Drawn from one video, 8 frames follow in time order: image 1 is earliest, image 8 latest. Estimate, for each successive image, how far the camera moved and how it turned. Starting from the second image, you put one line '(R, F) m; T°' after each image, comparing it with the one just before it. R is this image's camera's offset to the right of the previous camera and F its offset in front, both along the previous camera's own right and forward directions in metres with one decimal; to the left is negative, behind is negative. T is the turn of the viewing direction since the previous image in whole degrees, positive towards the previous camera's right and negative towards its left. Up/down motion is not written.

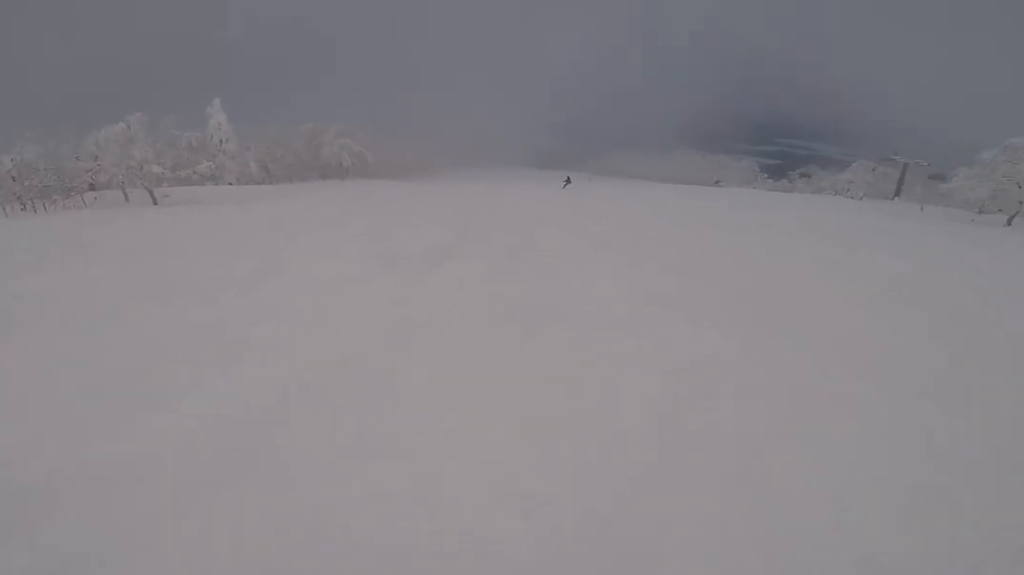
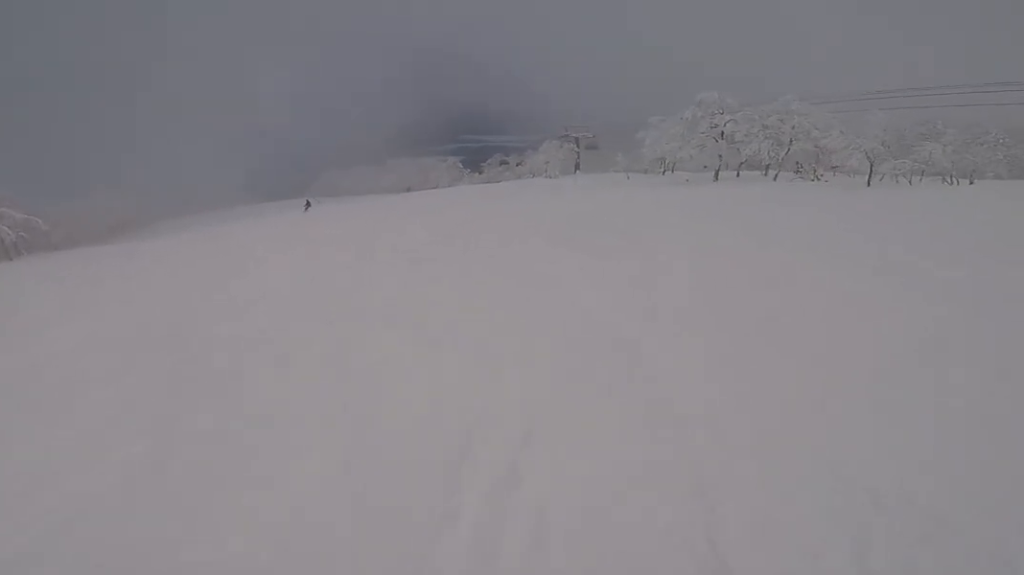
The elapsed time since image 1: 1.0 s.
(+0.3, +6.9) m; +11°
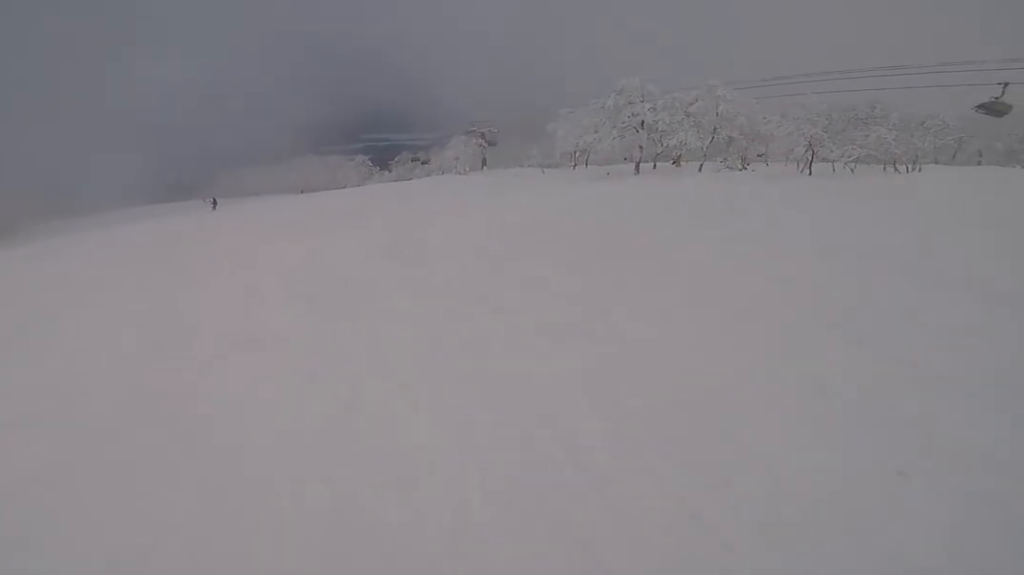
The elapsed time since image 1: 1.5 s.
(-0.5, +3.4) m; +12°
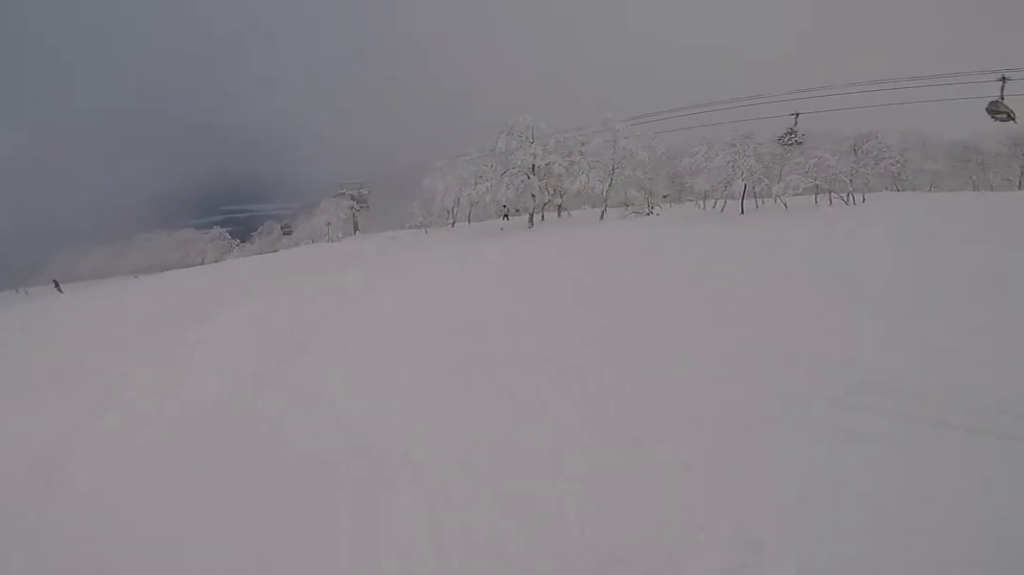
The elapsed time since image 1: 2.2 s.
(+1.5, +4.8) m; +19°
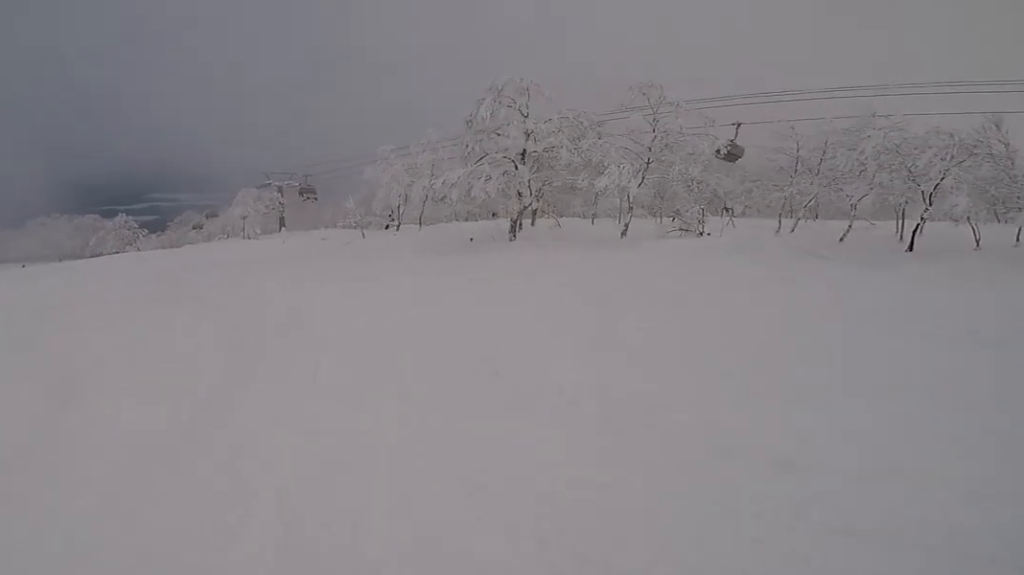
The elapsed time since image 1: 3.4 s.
(+1.5, +8.2) m; +13°
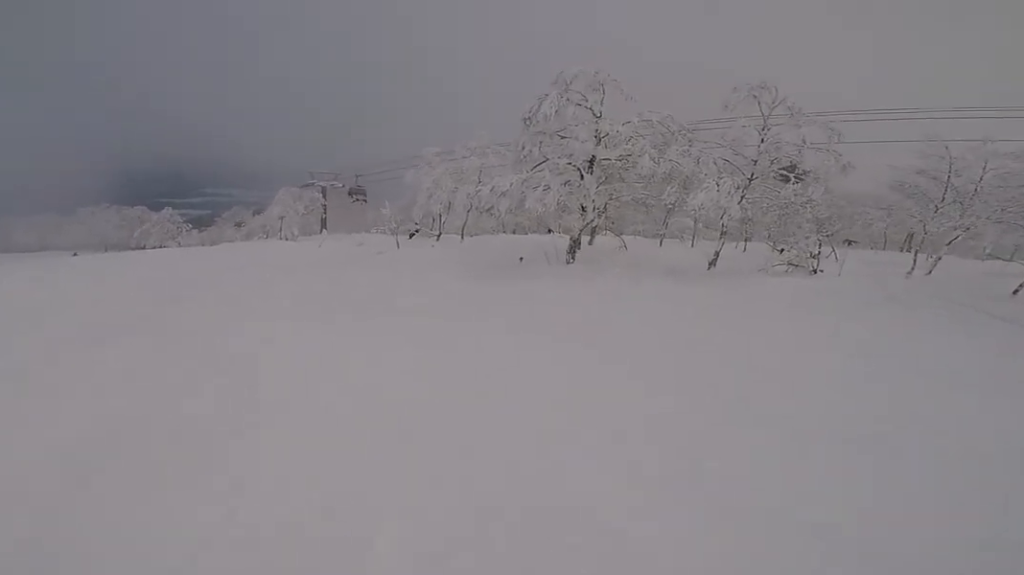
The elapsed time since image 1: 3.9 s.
(0.0, +2.8) m; -2°
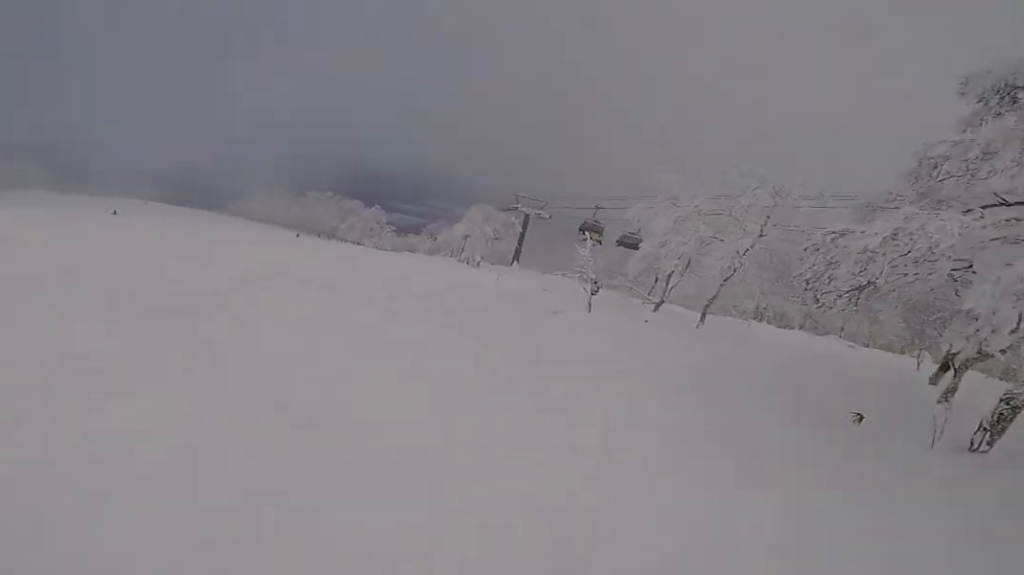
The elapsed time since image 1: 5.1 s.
(-0.7, +7.9) m; -25°
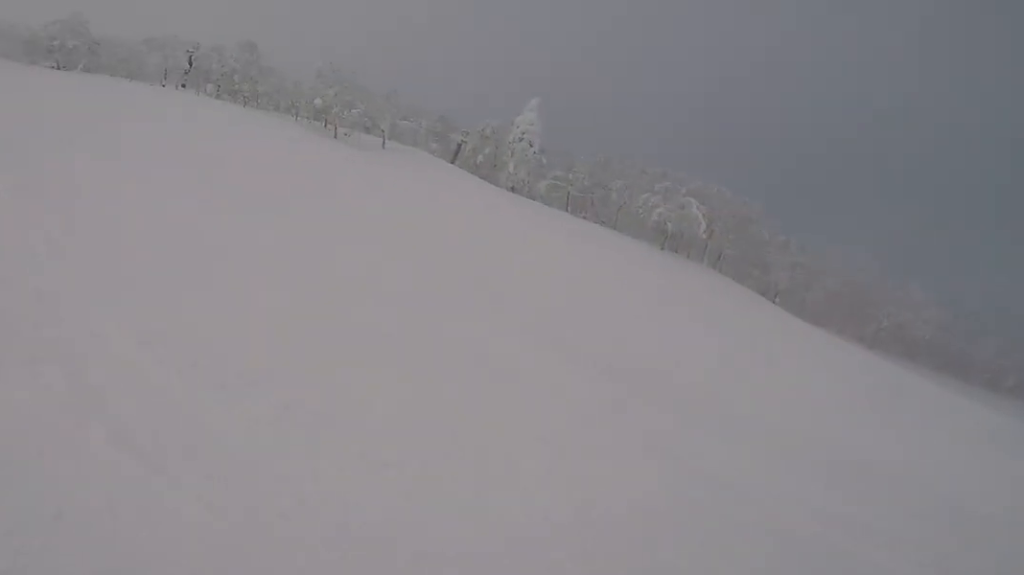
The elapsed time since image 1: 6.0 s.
(-1.4, +5.5) m; -28°
